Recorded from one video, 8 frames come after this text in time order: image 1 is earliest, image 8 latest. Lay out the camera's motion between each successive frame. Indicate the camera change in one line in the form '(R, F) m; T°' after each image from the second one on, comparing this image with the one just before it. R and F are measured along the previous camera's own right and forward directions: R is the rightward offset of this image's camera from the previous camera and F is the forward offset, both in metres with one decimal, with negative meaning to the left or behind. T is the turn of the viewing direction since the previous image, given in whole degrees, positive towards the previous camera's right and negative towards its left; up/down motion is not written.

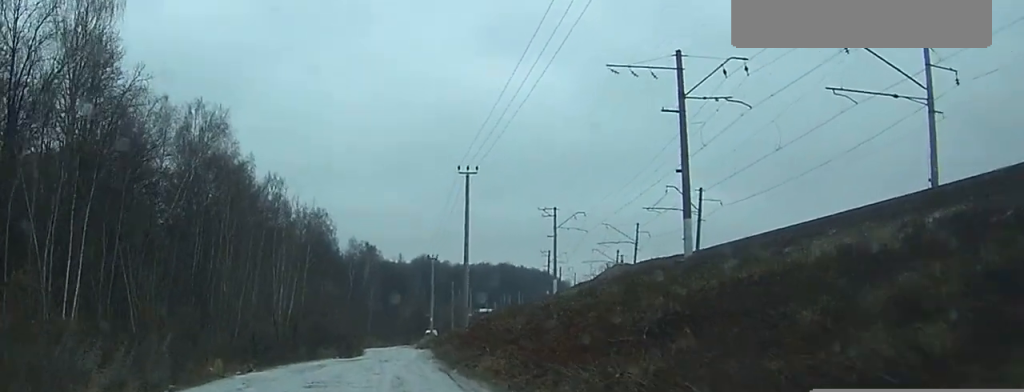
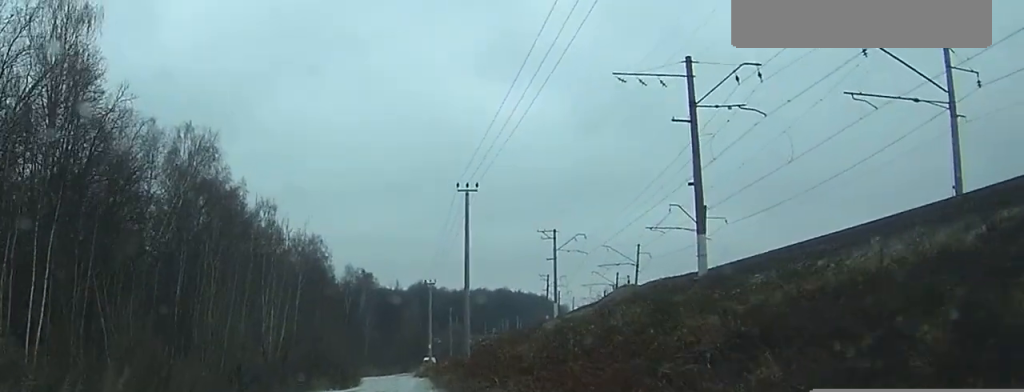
(0.0, +2.5) m; 0°
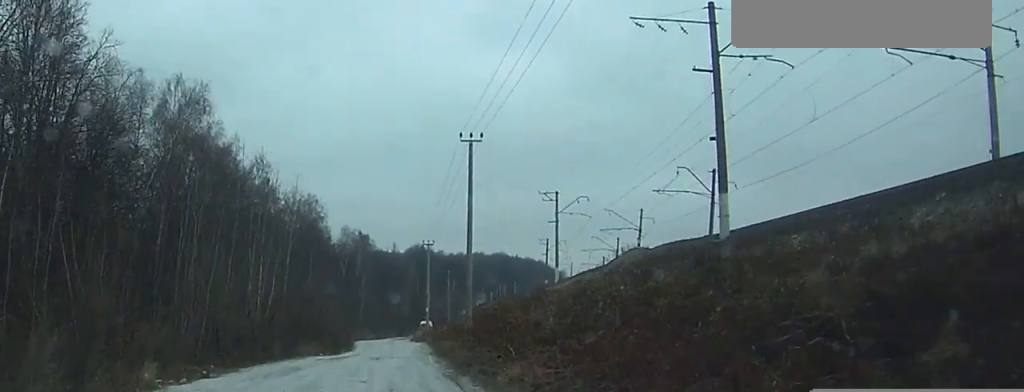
(0.0, +3.0) m; 0°
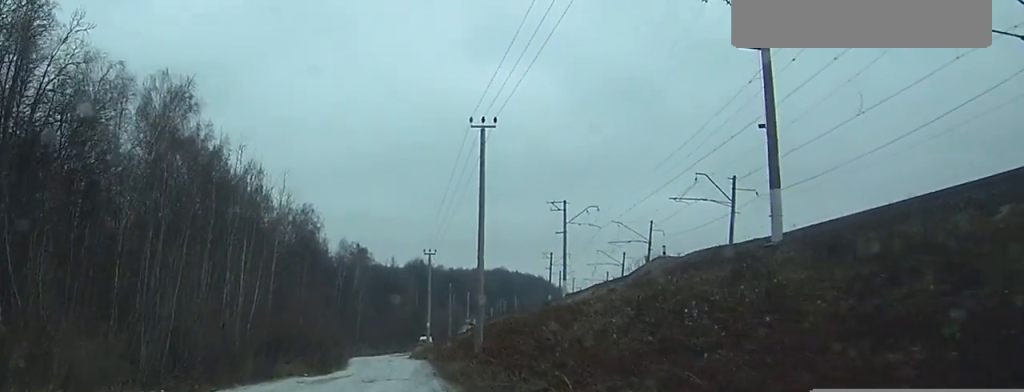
(0.0, +5.2) m; -1°
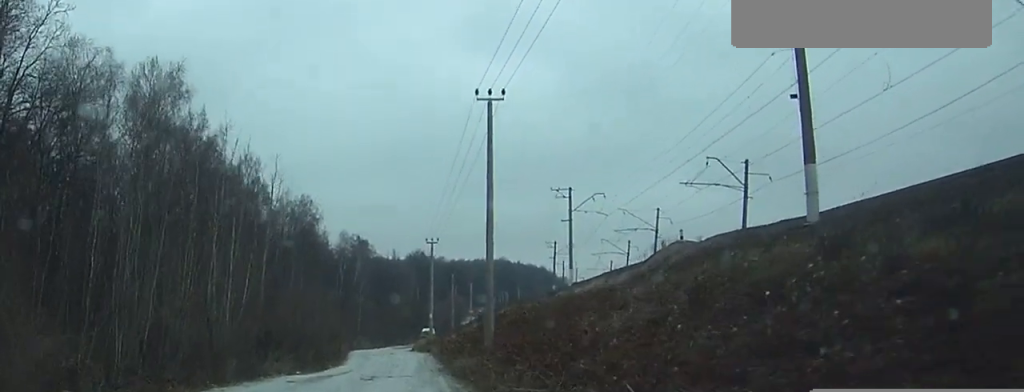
(0.0, +2.8) m; -1°
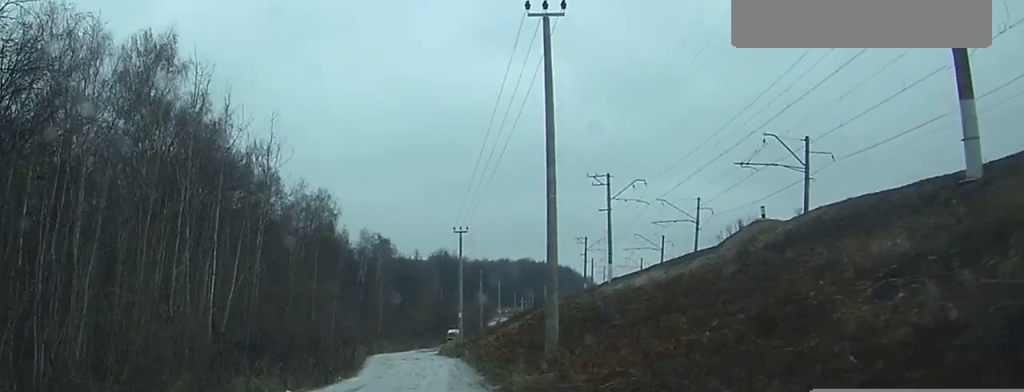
(-0.2, +8.0) m; -1°
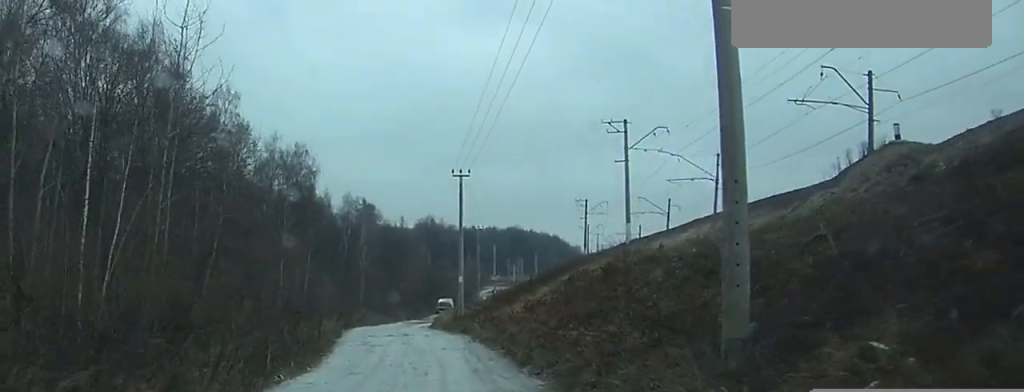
(+0.1, +12.6) m; 0°
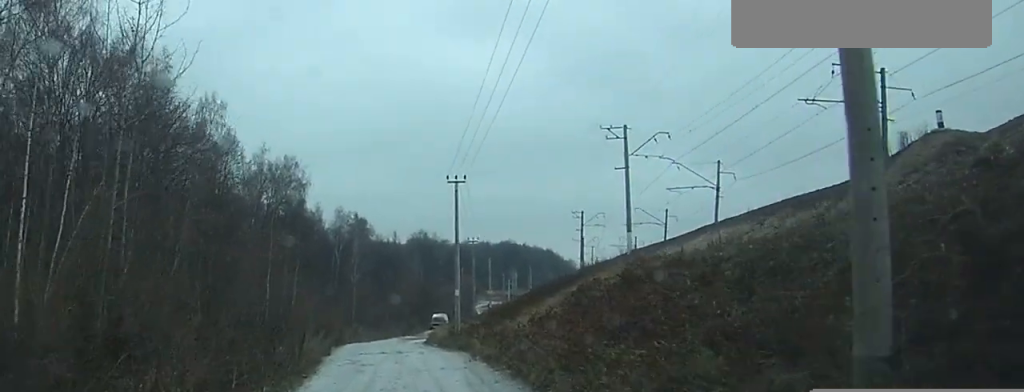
(0.0, +3.0) m; 0°
